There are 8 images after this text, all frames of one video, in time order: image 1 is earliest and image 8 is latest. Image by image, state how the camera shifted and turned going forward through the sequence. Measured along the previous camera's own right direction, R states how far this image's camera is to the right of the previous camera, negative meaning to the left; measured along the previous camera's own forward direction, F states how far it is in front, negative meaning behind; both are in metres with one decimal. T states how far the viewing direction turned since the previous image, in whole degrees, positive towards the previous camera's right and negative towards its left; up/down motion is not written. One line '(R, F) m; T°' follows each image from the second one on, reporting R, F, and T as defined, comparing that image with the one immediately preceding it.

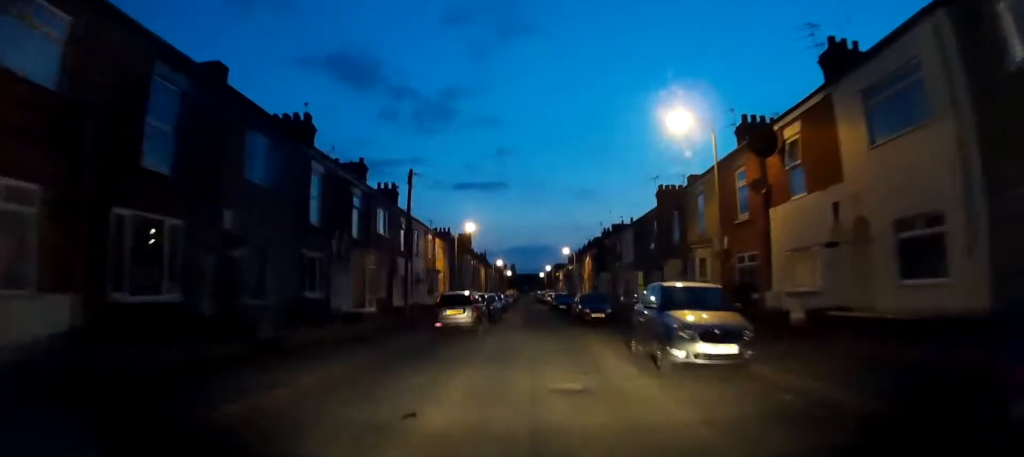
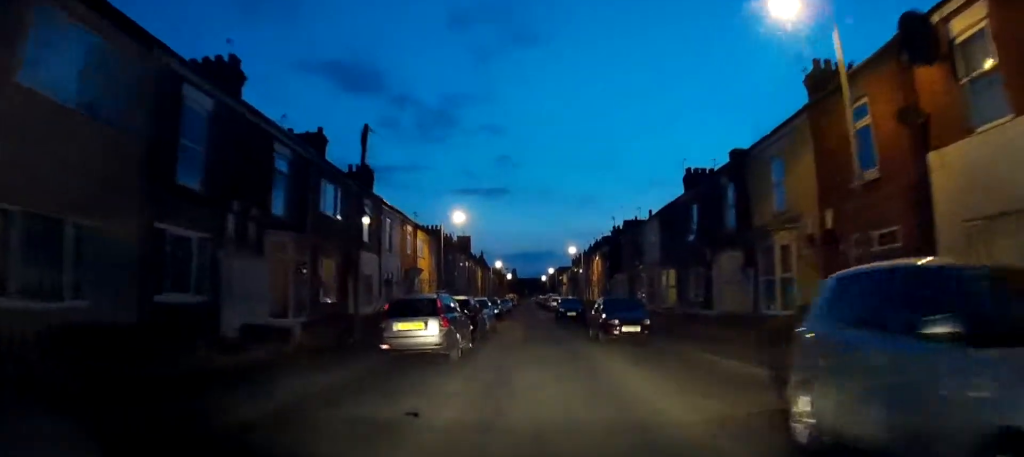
(0.0, +7.6) m; -1°
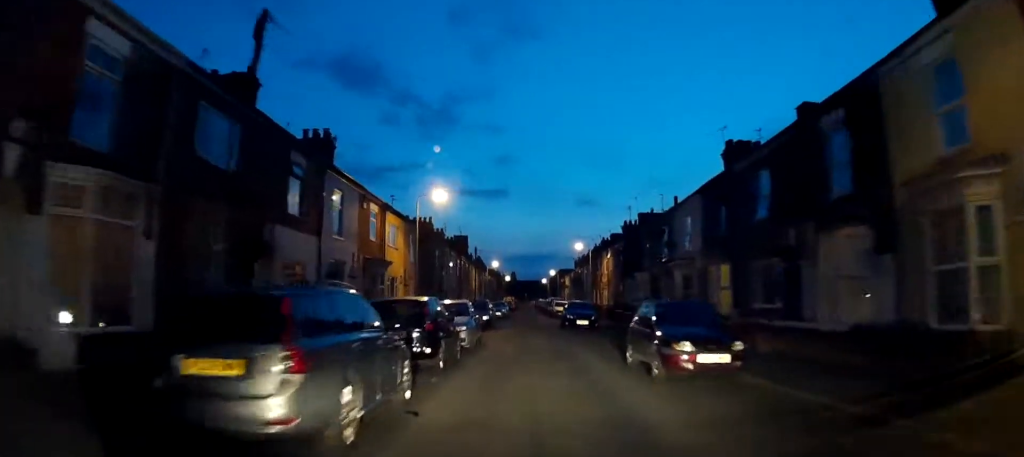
(-0.1, +8.0) m; -1°
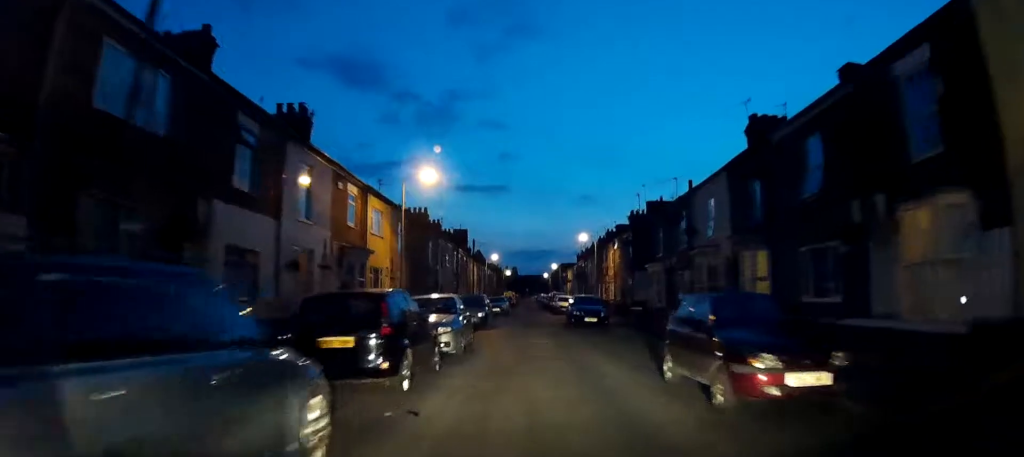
(0.0, +3.5) m; 0°
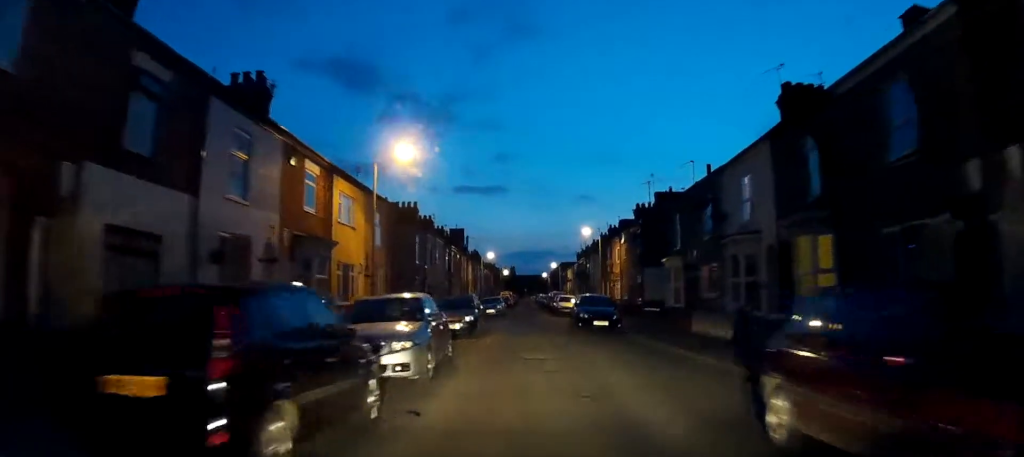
(0.0, +4.4) m; +2°
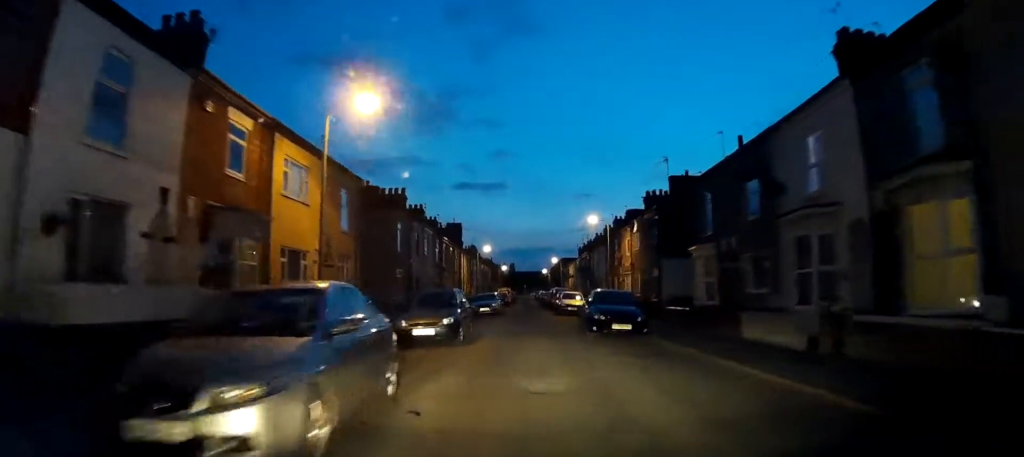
(+0.1, +5.2) m; +1°
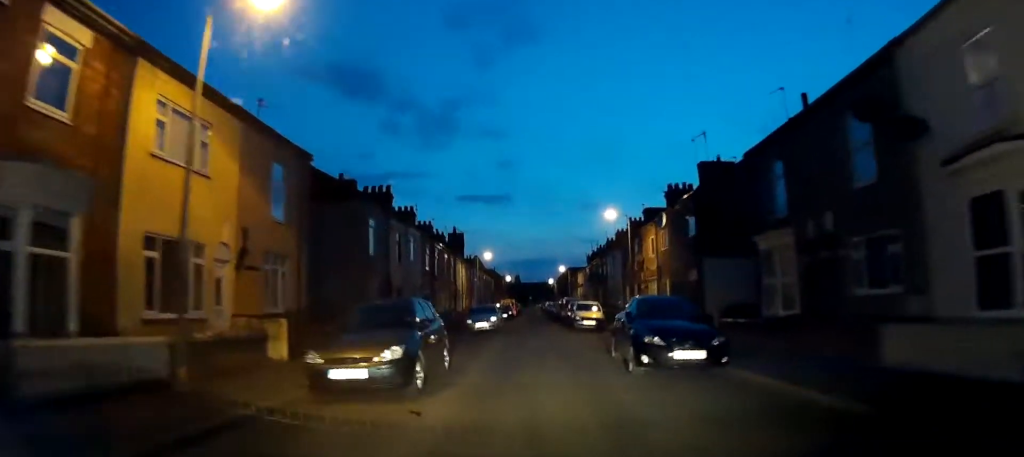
(+0.2, +6.8) m; -1°
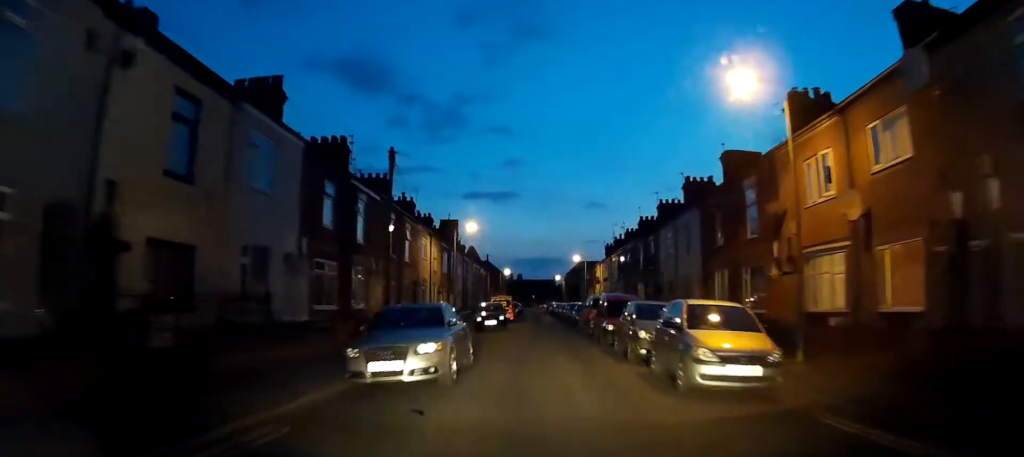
(-0.2, +21.5) m; -2°
